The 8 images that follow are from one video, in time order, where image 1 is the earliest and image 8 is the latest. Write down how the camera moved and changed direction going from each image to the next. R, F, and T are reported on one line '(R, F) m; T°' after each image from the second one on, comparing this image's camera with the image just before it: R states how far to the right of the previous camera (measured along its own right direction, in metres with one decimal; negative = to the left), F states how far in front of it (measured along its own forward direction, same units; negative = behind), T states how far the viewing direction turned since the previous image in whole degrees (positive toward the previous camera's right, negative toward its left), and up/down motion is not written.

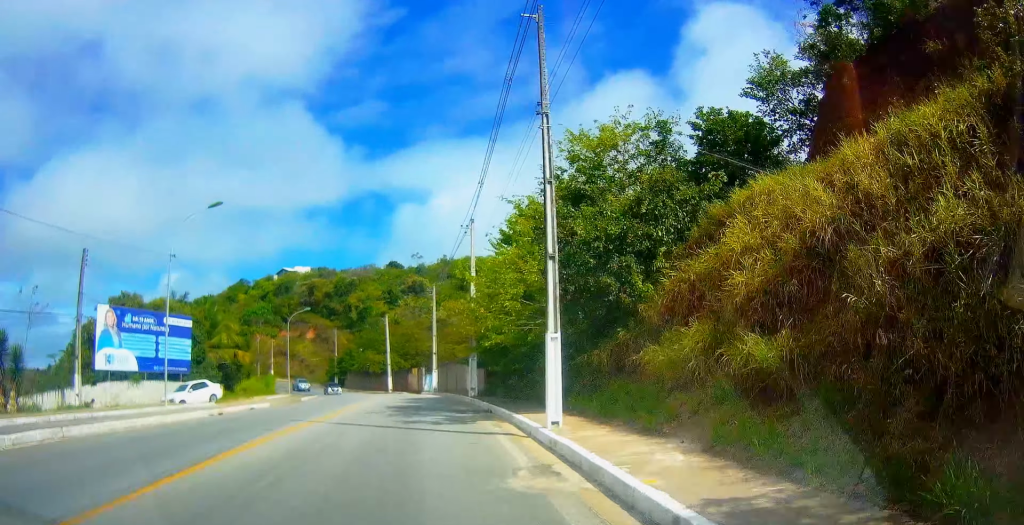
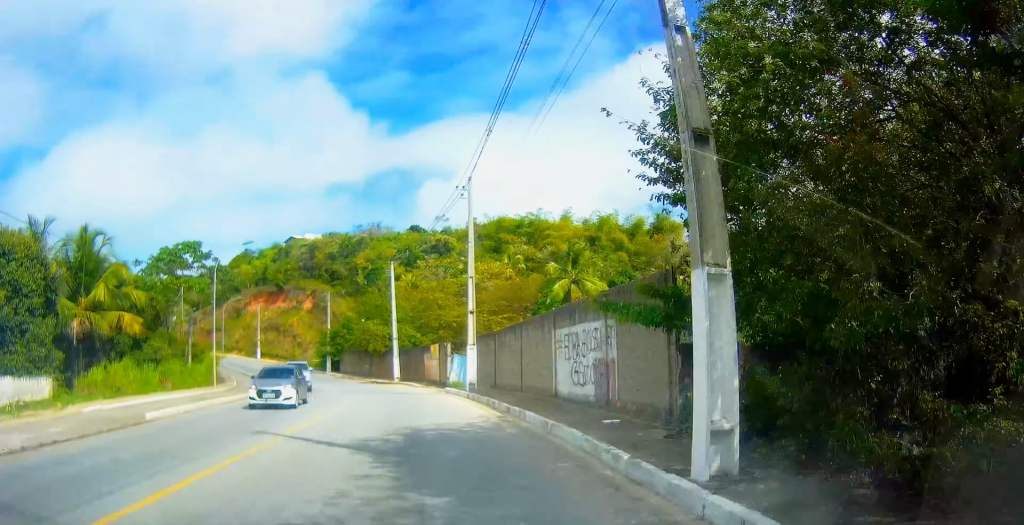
(-0.8, +27.3) m; -3°
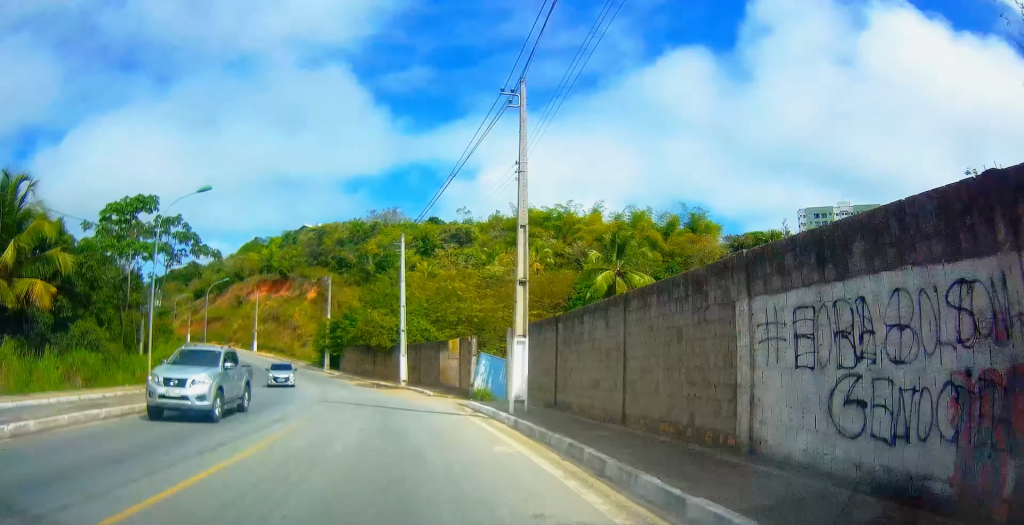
(+0.1, +11.7) m; -2°
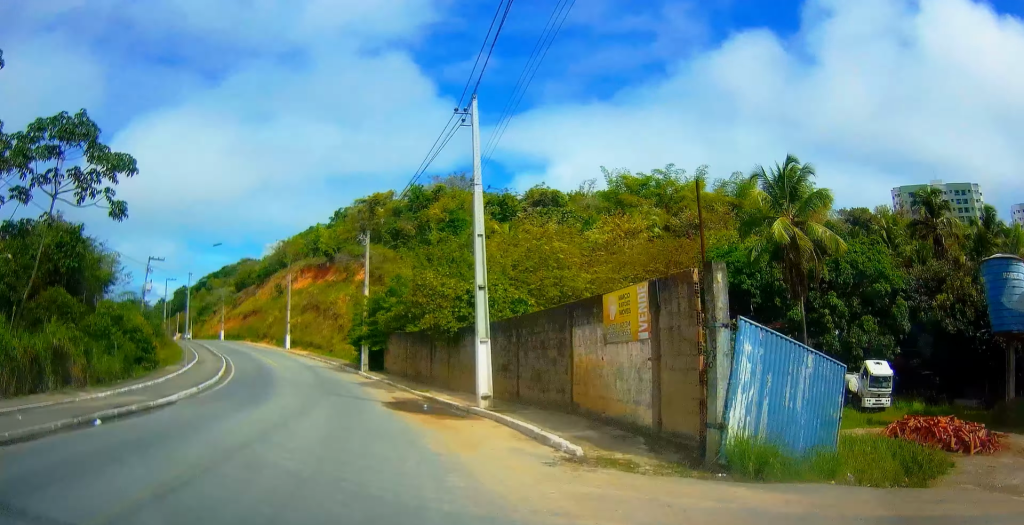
(-1.4, +22.4) m; -8°
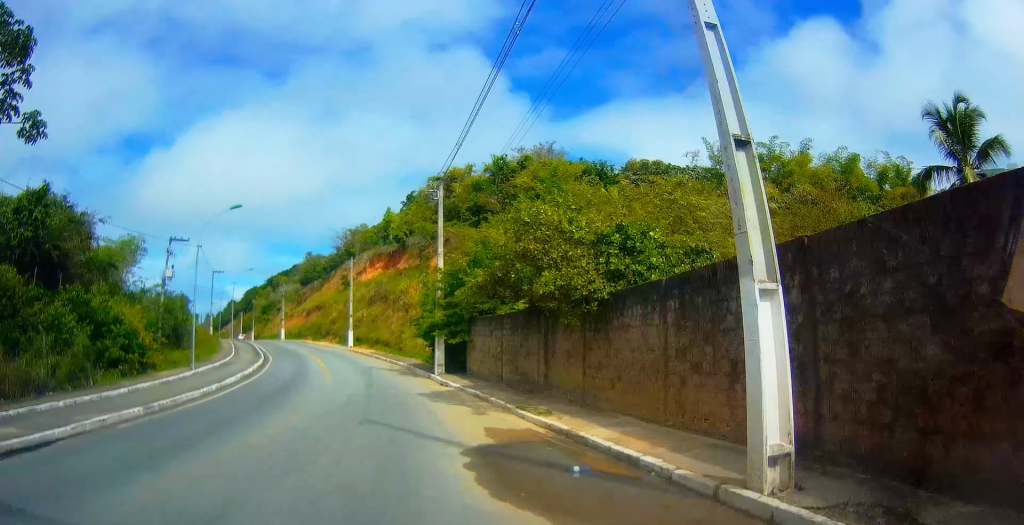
(-0.6, +11.4) m; -6°
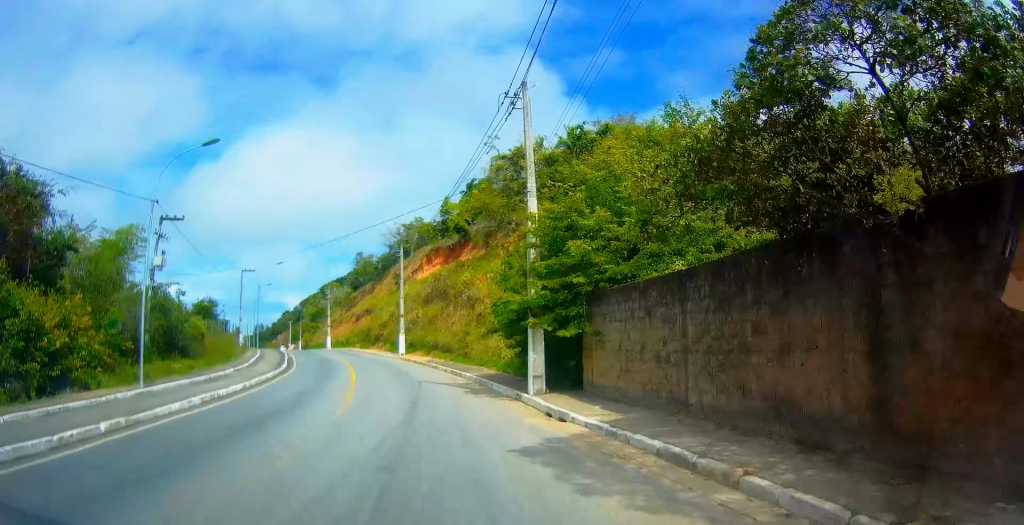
(-0.7, +11.2) m; -6°
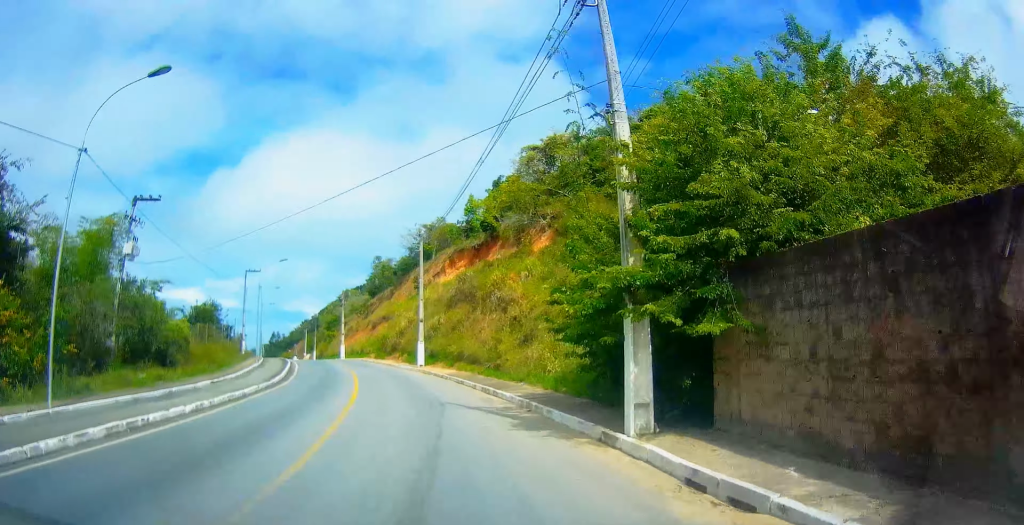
(-0.1, +6.4) m; -3°
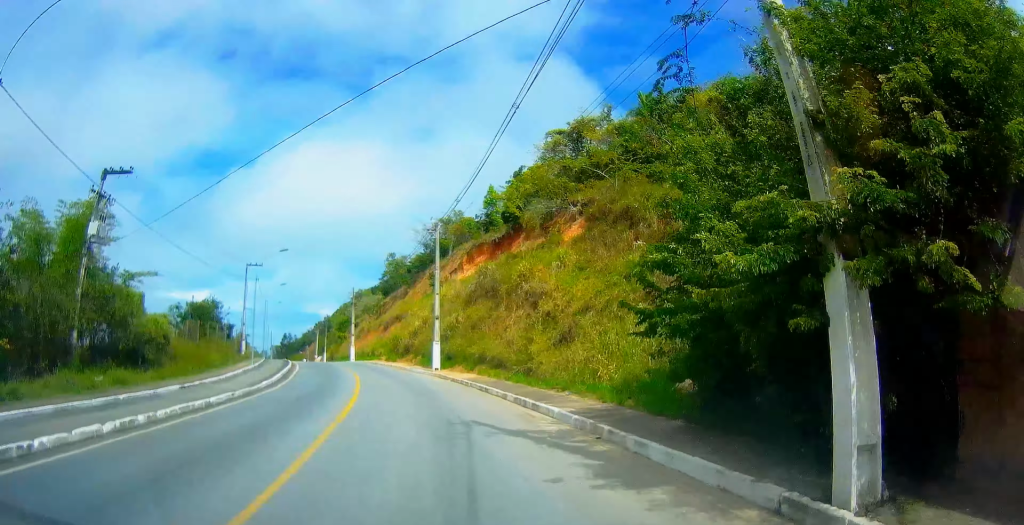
(-0.2, +5.6) m; -1°
